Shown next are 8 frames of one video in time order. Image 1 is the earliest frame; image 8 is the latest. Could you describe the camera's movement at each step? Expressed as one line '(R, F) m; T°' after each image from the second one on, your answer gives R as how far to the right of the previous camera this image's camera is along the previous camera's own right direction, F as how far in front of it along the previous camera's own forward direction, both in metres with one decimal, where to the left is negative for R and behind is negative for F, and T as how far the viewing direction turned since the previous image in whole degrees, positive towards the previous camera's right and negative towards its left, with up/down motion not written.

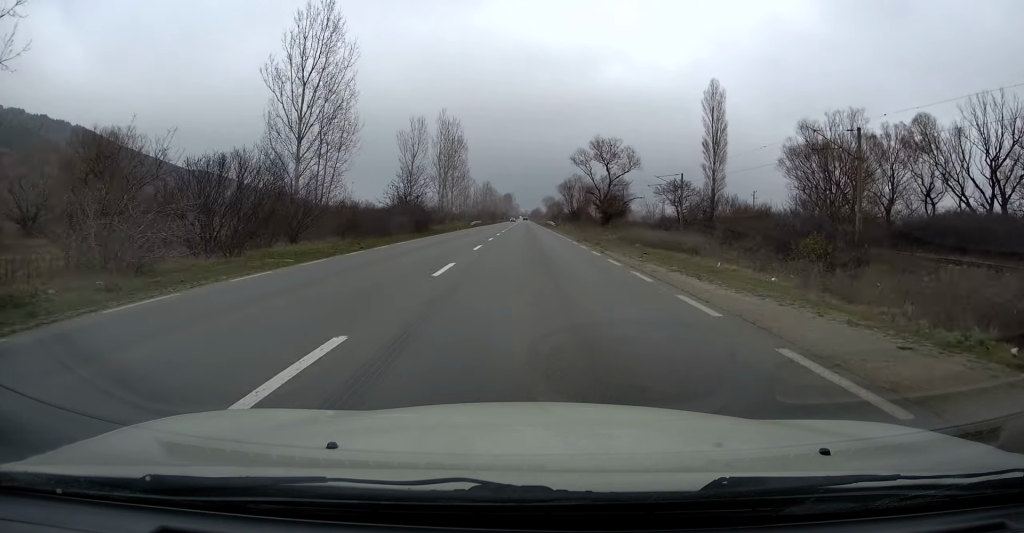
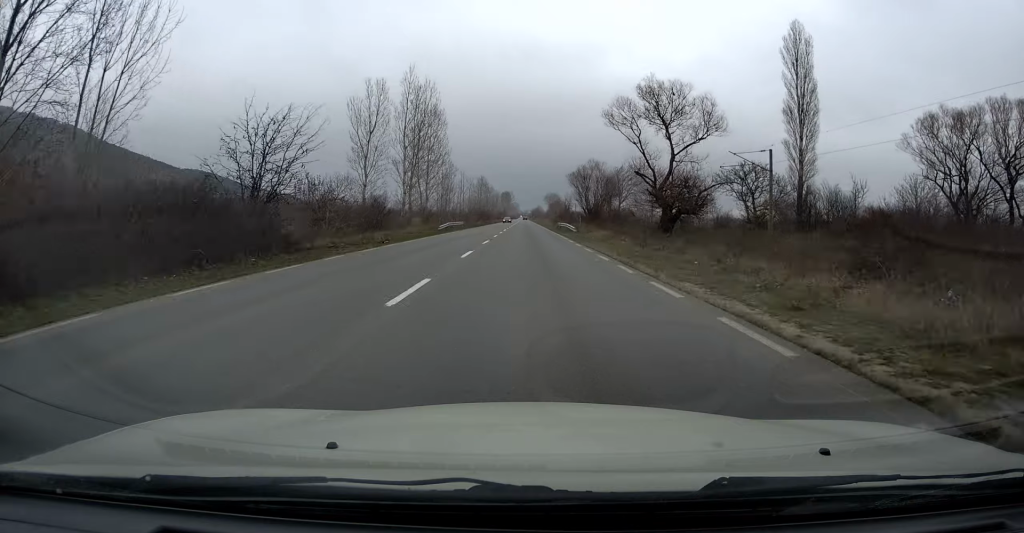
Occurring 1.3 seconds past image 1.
(-0.2, +30.6) m; -1°
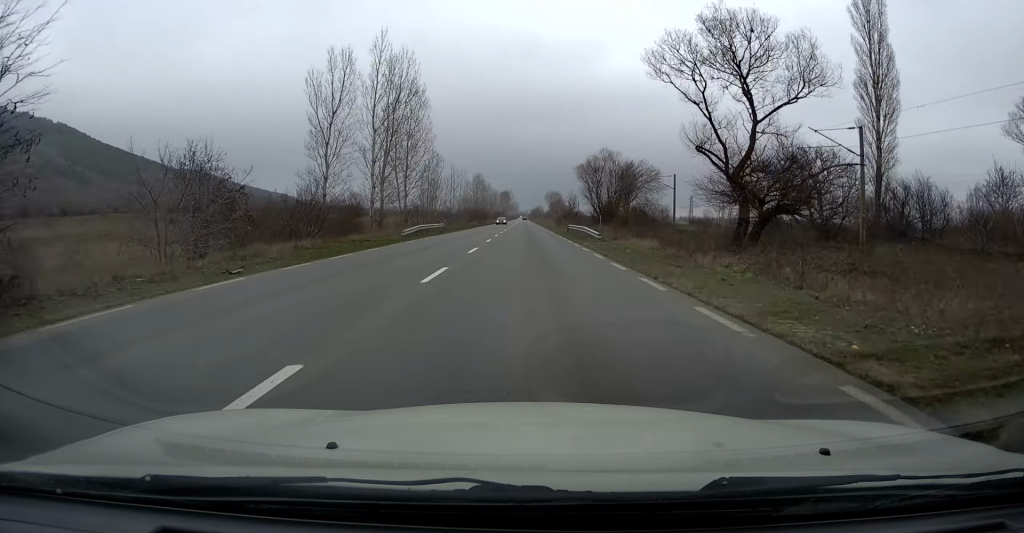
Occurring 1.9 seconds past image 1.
(-0.1, +15.3) m; 0°
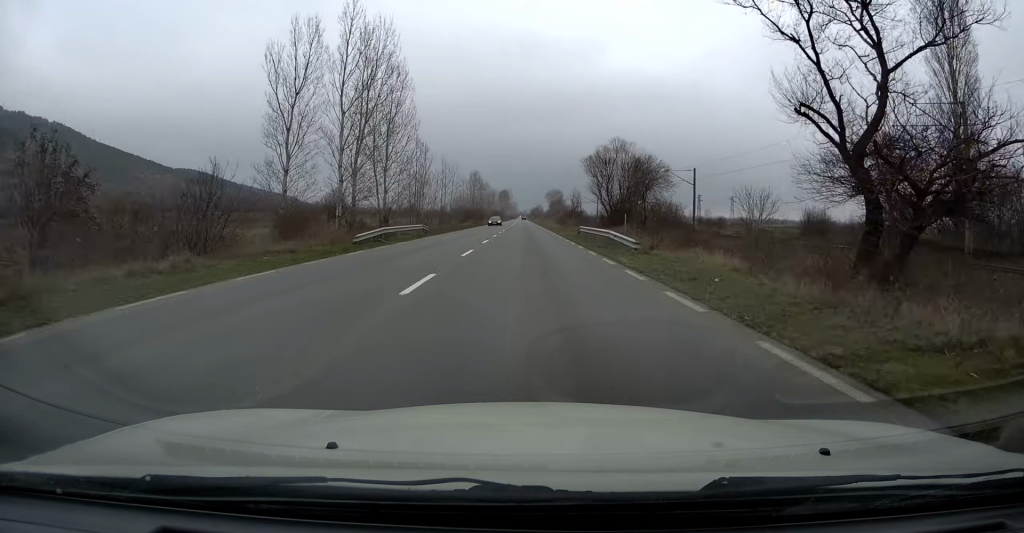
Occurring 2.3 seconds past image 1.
(0.0, +10.5) m; 0°
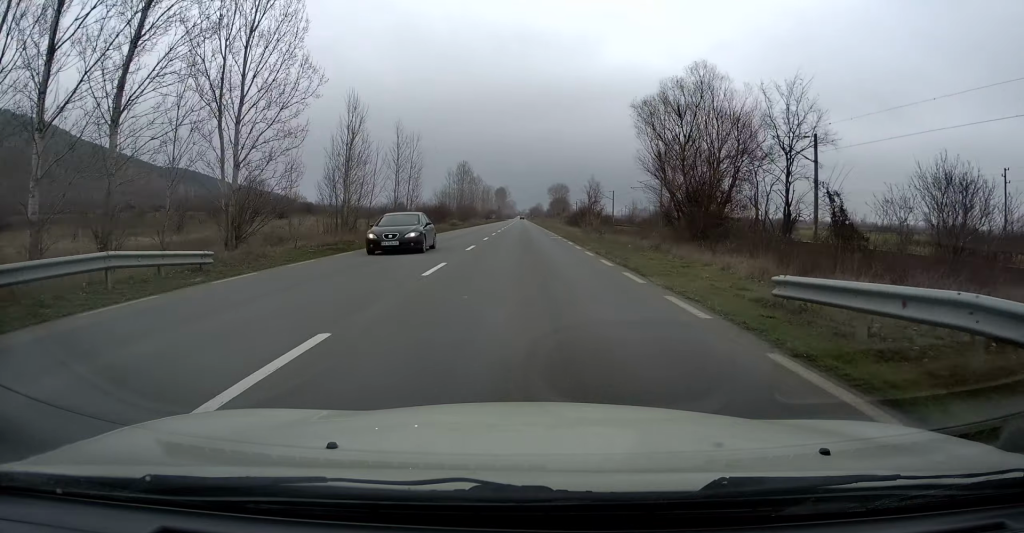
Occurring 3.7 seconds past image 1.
(0.0, +33.1) m; 0°
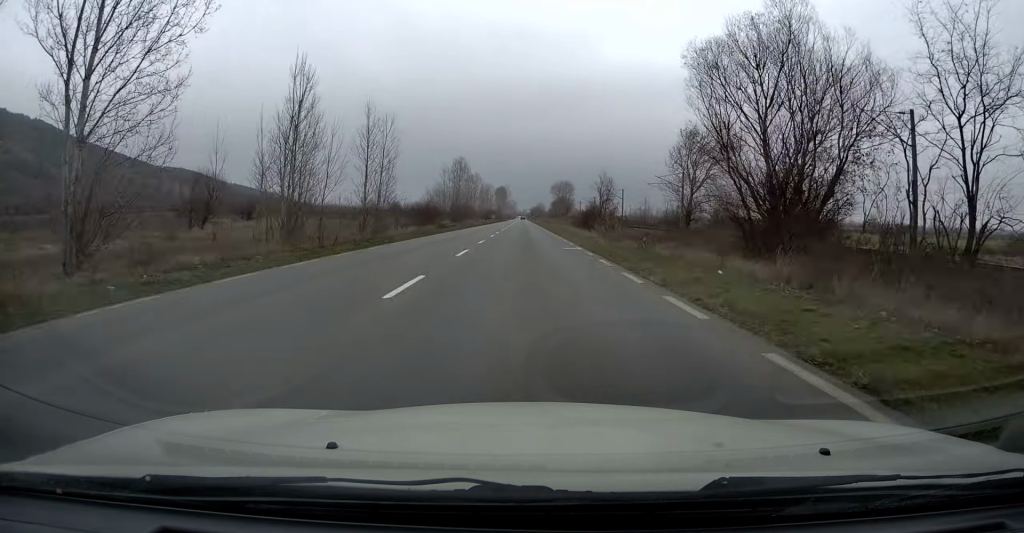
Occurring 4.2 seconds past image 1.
(0.0, +12.1) m; 0°
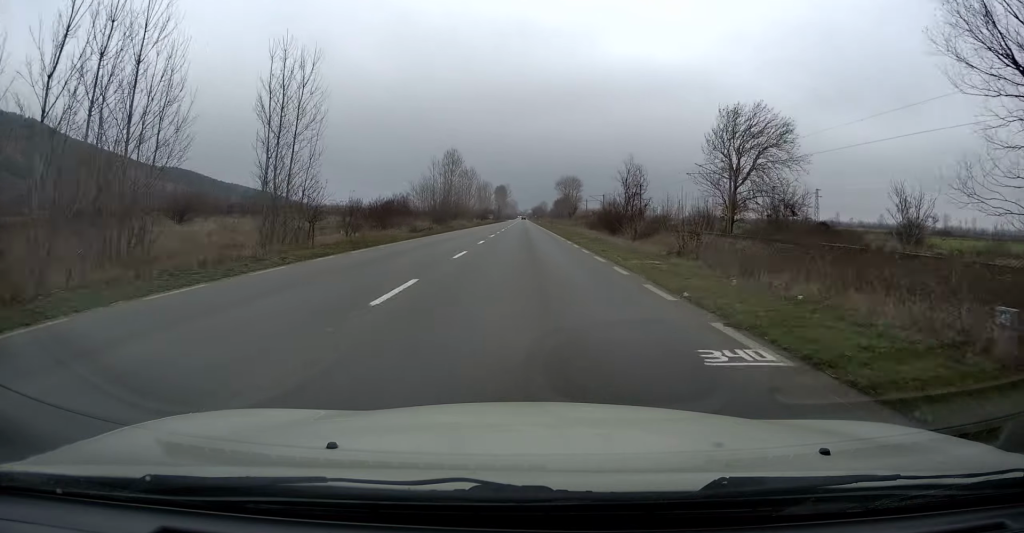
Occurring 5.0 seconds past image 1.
(0.0, +18.6) m; +1°
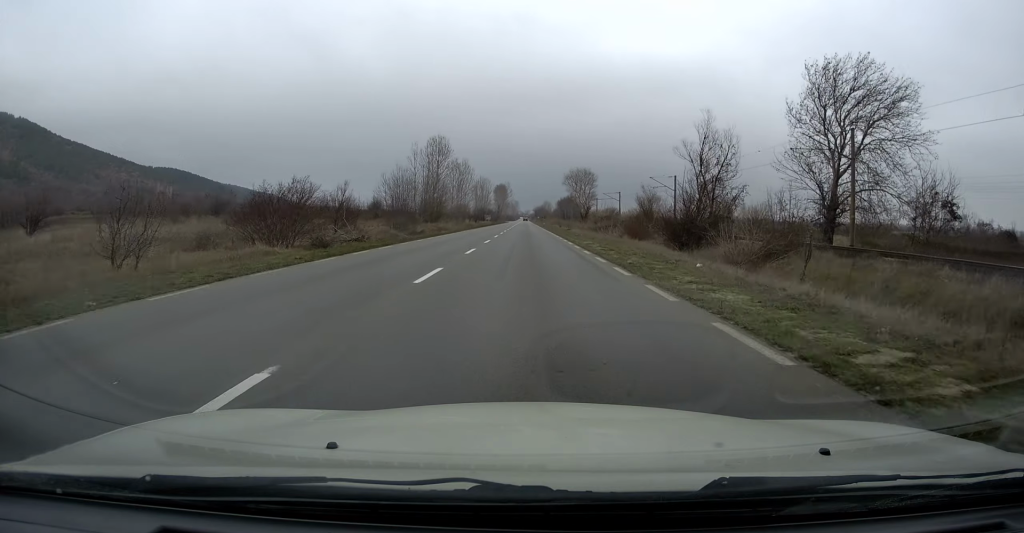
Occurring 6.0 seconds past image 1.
(+0.3, +24.2) m; 0°
